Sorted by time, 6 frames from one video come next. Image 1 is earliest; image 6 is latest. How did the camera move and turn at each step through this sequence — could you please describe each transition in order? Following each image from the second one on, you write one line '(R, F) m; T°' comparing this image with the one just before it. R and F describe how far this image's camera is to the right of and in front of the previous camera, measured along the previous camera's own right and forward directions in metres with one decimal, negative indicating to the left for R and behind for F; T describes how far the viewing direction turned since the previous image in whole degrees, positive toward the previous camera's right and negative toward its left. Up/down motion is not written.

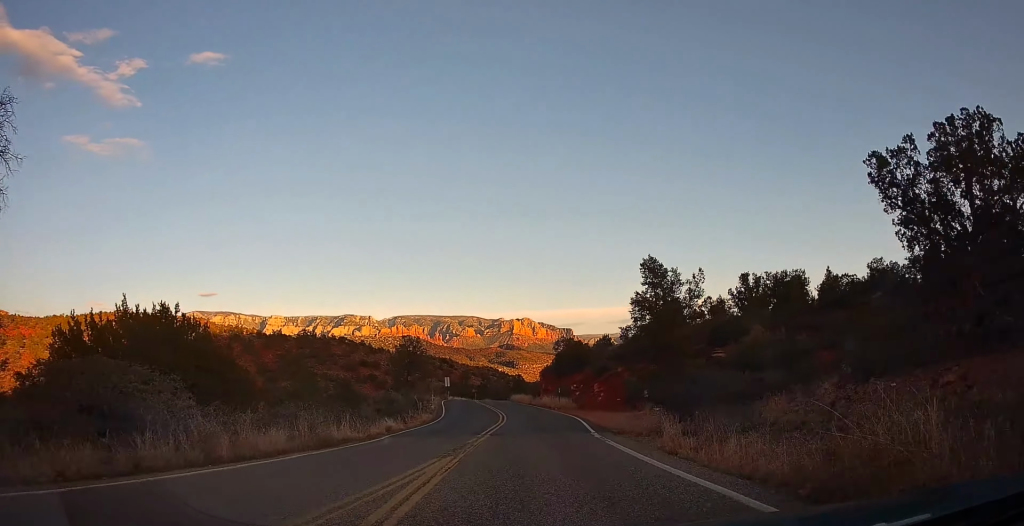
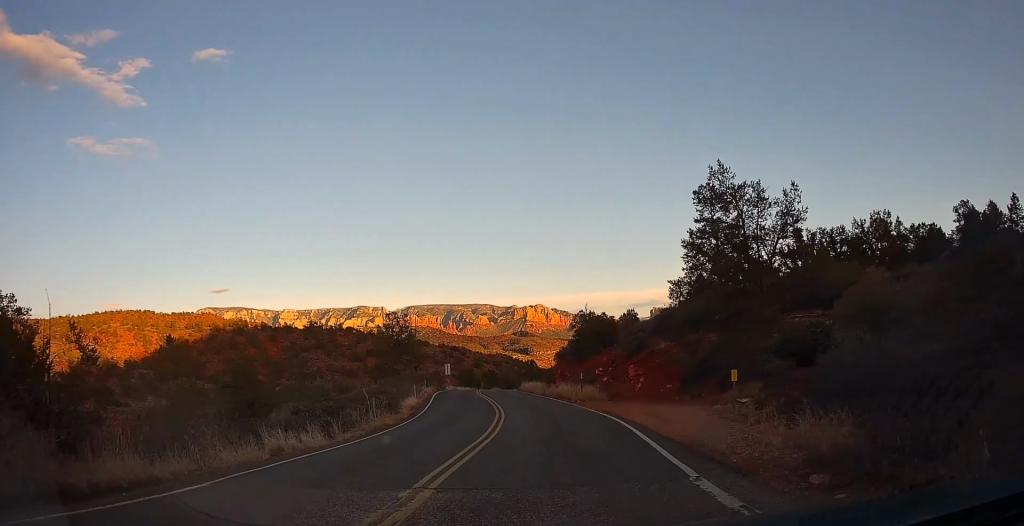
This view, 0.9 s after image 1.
(-0.6, +10.6) m; -4°
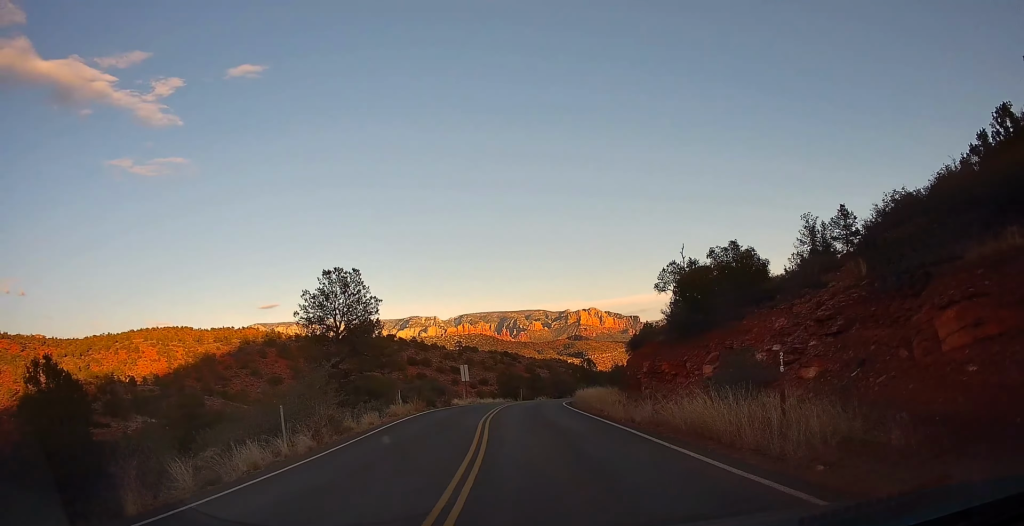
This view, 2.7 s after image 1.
(-0.3, +22.2) m; -2°
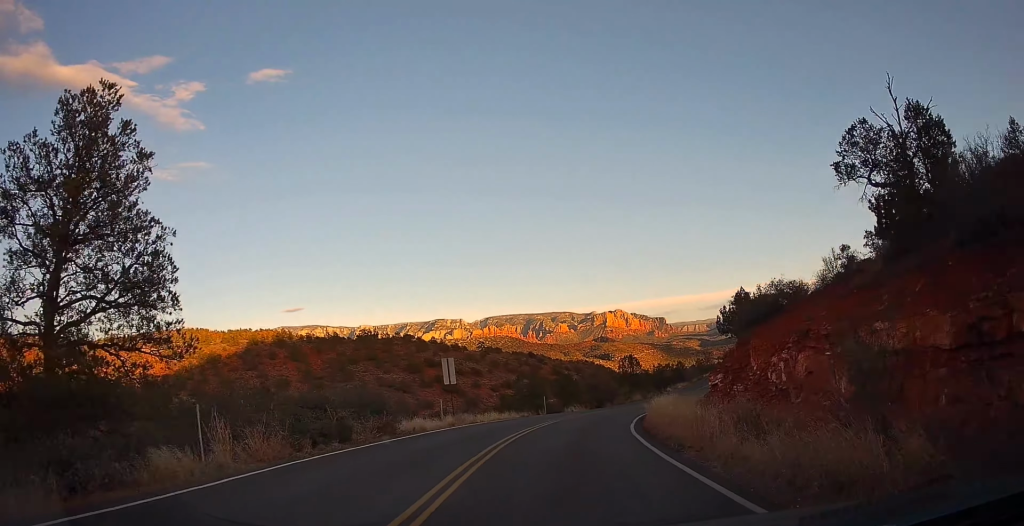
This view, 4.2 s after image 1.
(-1.3, +19.7) m; -7°
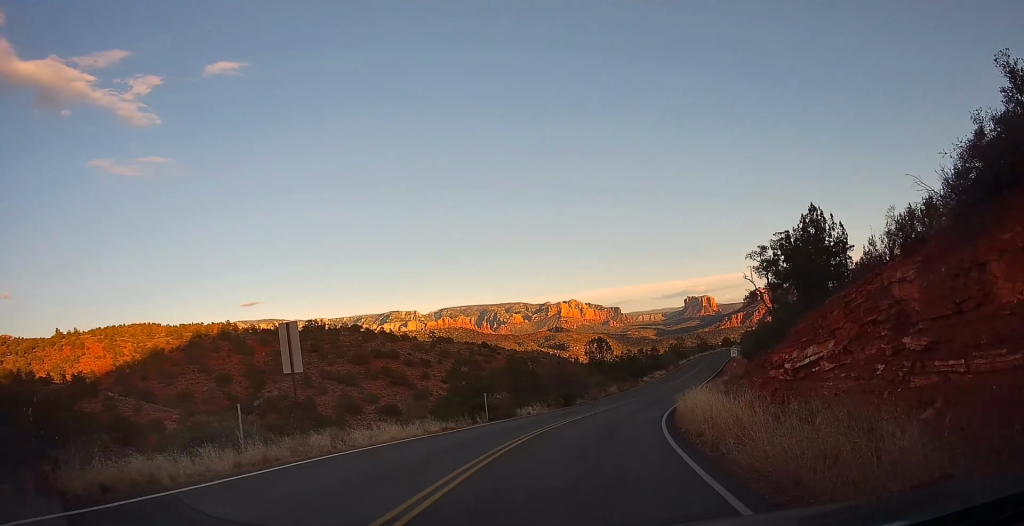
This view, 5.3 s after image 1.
(0.0, +14.7) m; +3°
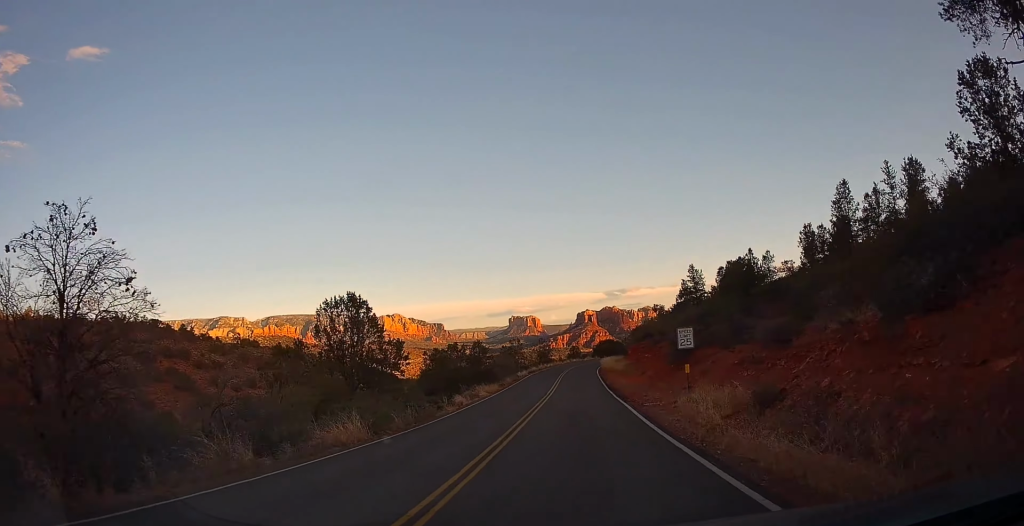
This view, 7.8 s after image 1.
(+6.8, +32.6) m; +21°
